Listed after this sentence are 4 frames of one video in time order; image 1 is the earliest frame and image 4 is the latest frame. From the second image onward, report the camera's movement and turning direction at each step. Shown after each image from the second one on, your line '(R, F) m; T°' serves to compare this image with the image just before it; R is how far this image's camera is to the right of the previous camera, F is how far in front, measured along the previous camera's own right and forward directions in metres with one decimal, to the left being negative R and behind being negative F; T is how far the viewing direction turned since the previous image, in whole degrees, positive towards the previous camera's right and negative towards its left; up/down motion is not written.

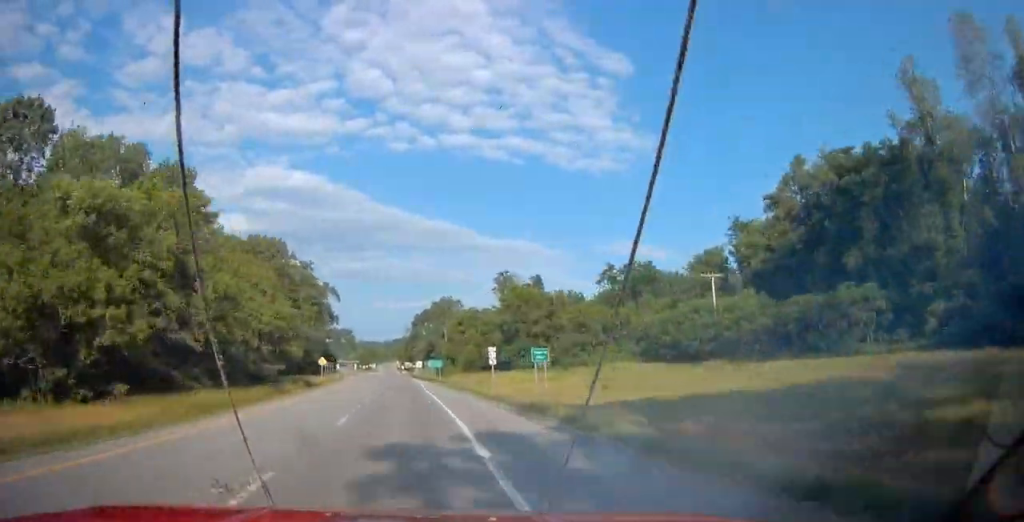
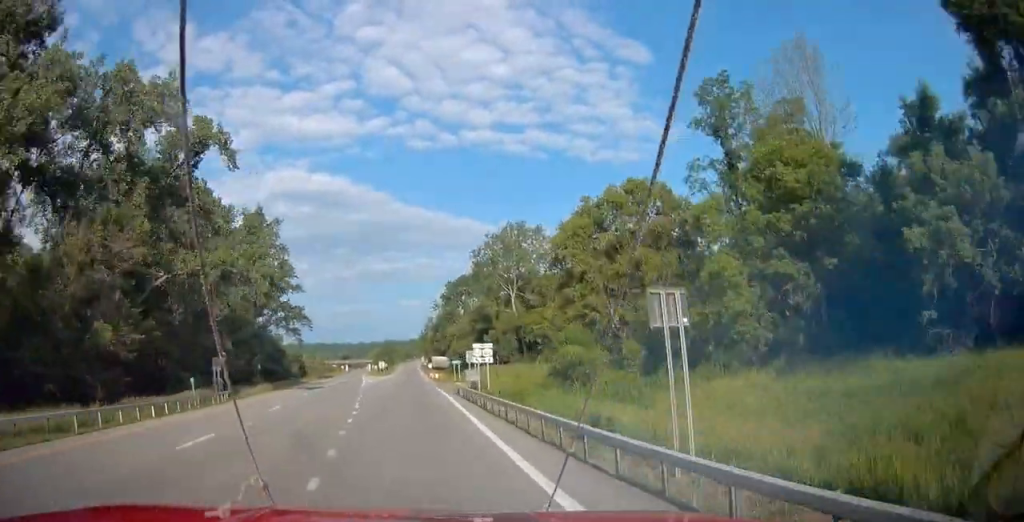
(-4.0, +90.0) m; -4°
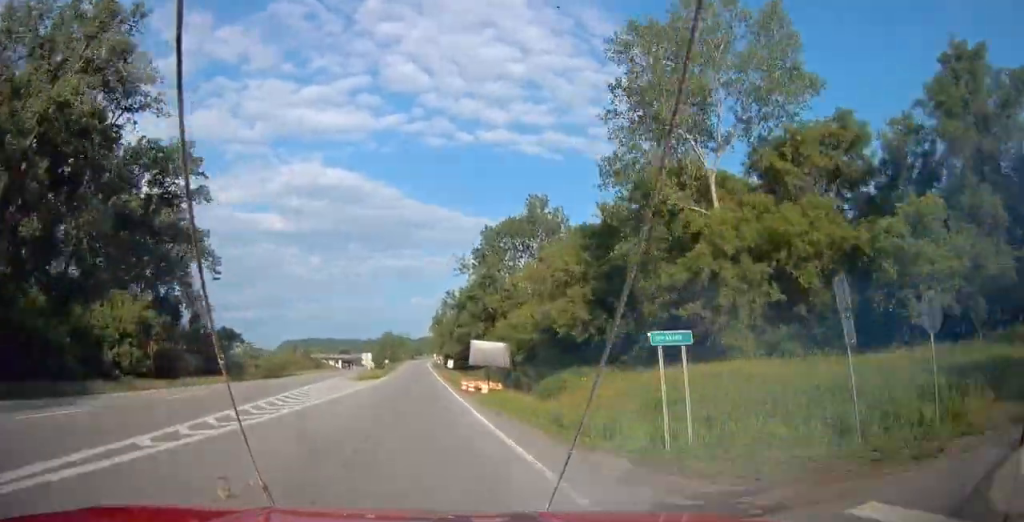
(-0.8, +61.7) m; -1°
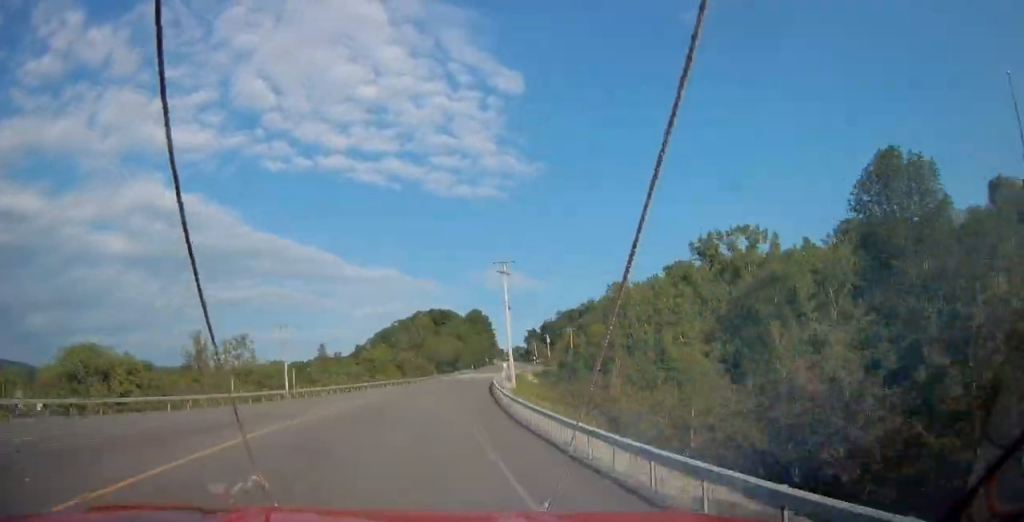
(+18.8, +325.8) m; +17°
